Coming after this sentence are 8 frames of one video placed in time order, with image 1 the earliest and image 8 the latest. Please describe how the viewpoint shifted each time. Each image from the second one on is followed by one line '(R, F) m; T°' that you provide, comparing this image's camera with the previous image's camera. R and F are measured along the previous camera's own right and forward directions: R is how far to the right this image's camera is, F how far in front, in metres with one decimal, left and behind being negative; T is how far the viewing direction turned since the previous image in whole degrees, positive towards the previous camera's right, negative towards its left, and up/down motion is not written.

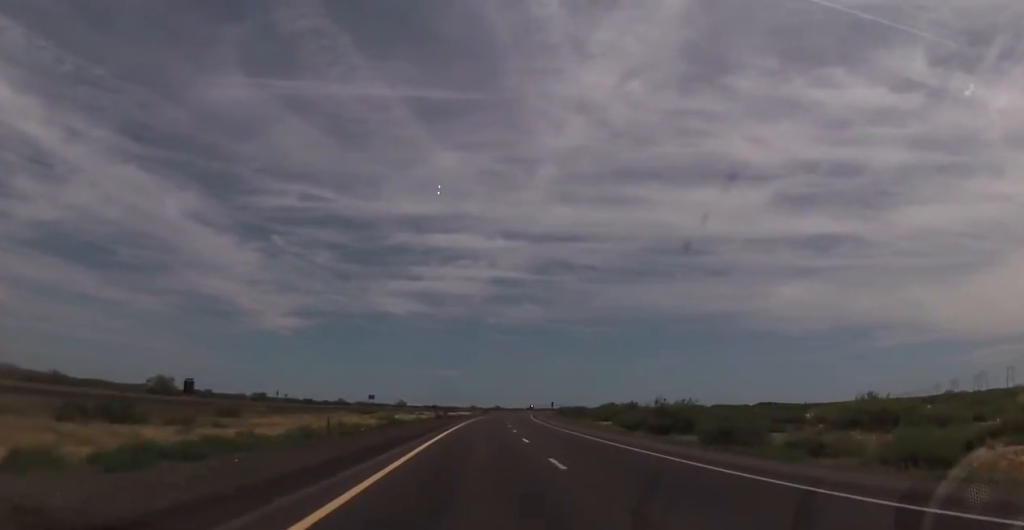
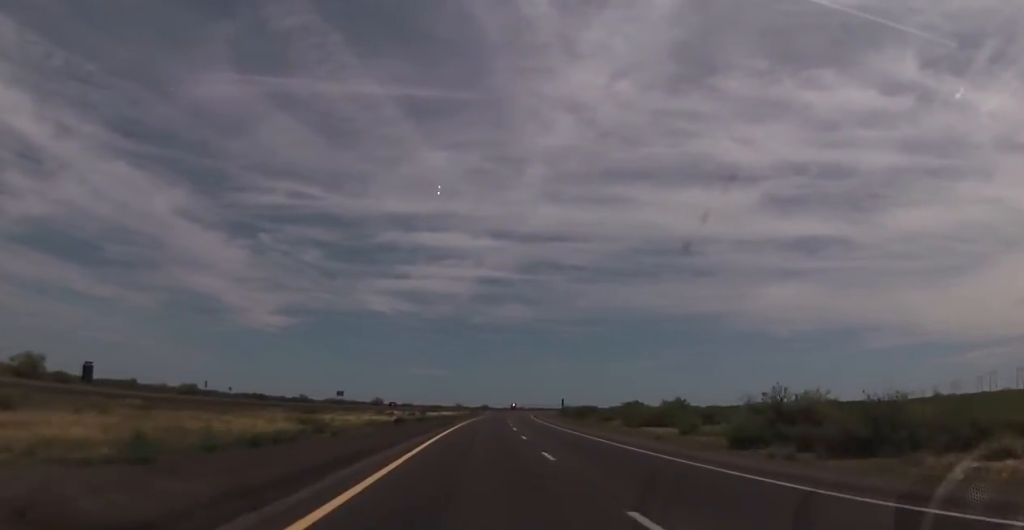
(0.0, +33.9) m; +1°
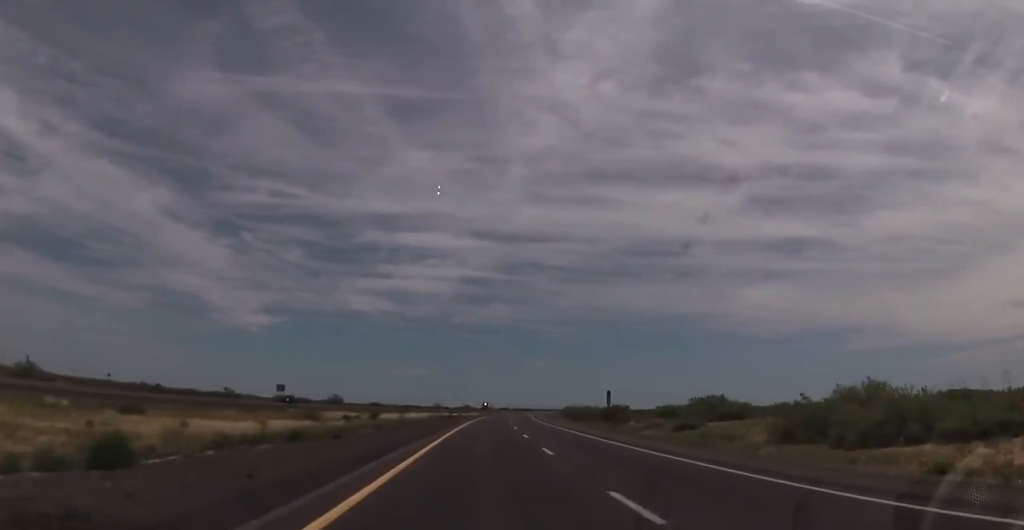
(+1.1, +46.1) m; +2°
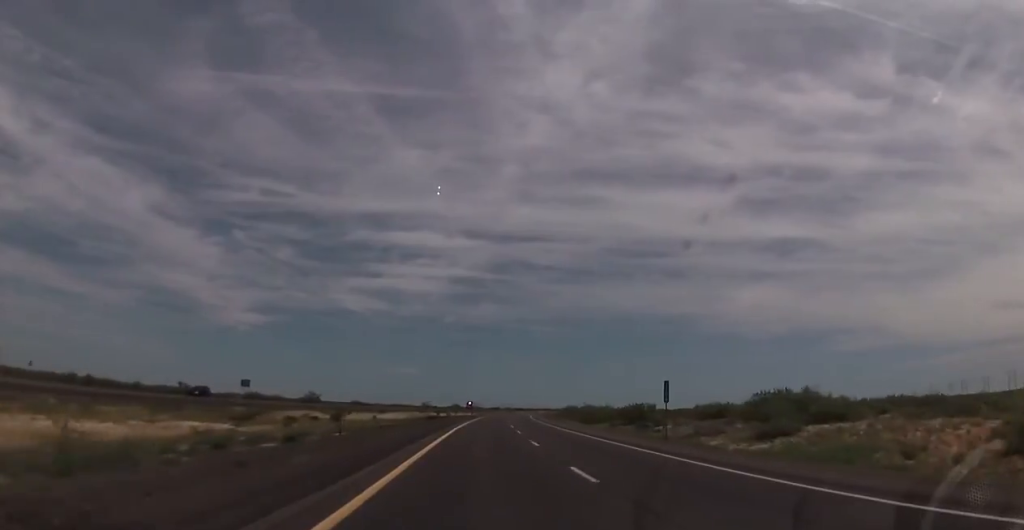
(+0.2, +19.5) m; +1°
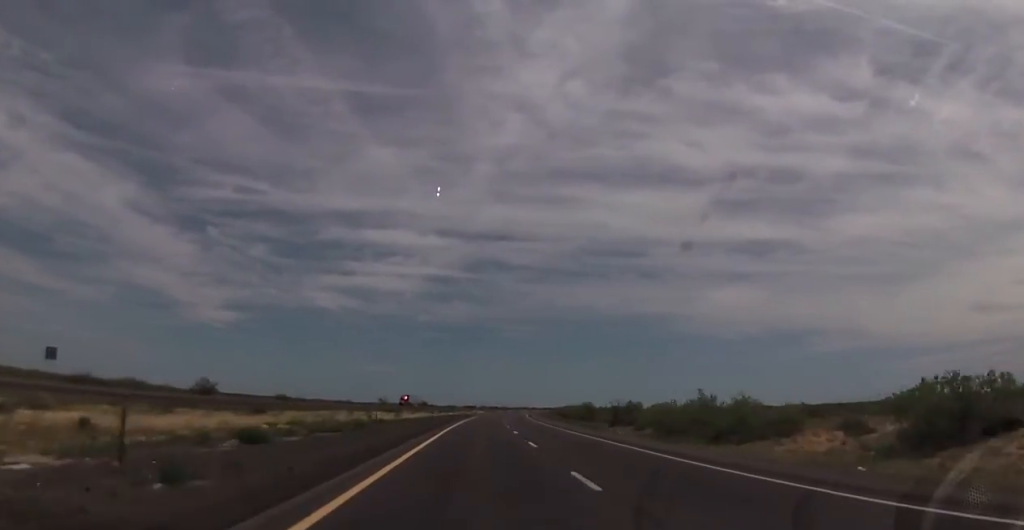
(+0.9, +62.5) m; +2°
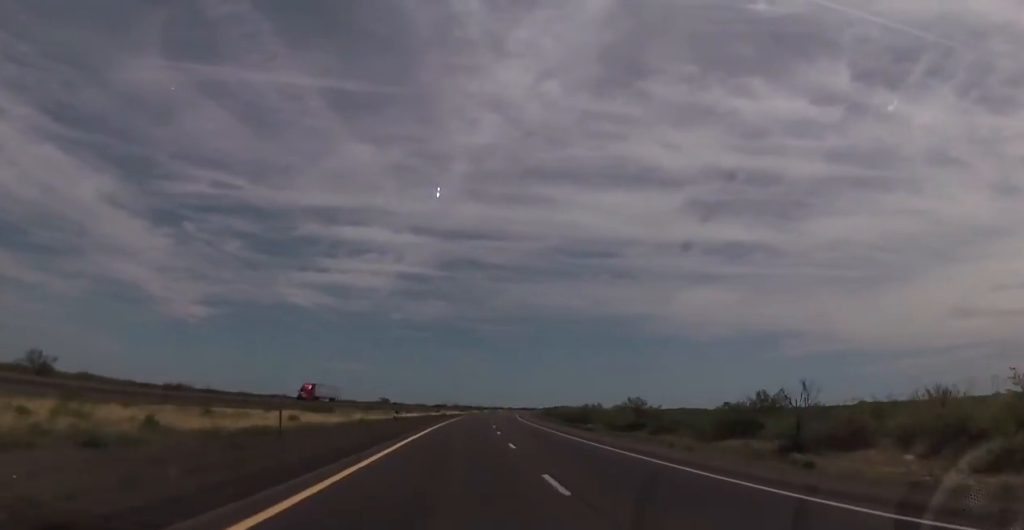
(+1.0, +48.9) m; +2°
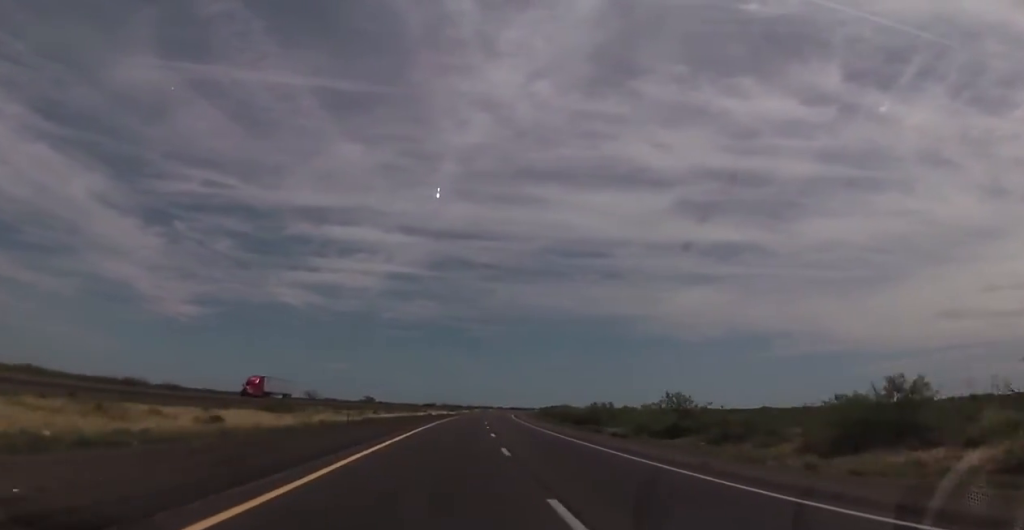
(+0.2, +16.0) m; 0°
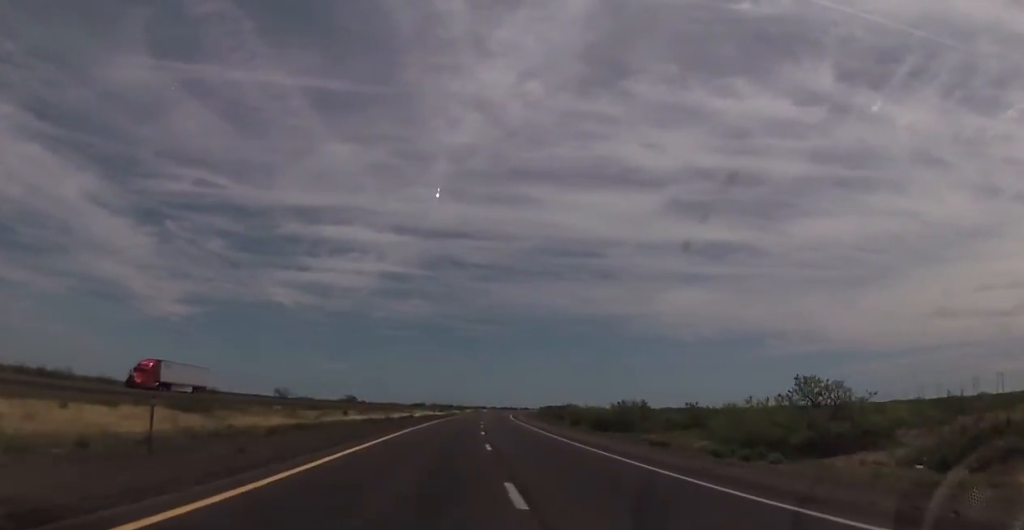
(+0.1, +22.1) m; +1°
